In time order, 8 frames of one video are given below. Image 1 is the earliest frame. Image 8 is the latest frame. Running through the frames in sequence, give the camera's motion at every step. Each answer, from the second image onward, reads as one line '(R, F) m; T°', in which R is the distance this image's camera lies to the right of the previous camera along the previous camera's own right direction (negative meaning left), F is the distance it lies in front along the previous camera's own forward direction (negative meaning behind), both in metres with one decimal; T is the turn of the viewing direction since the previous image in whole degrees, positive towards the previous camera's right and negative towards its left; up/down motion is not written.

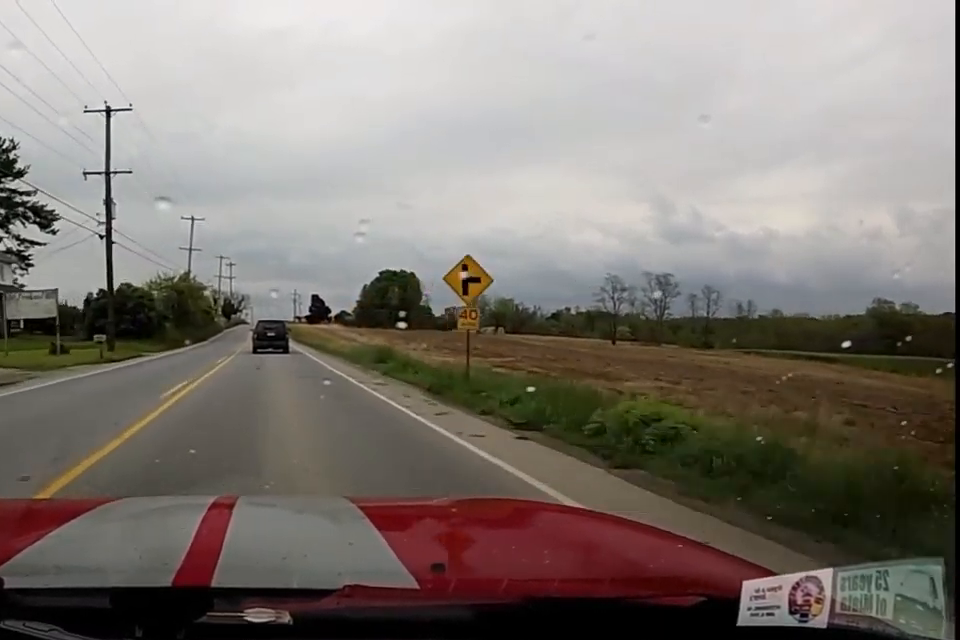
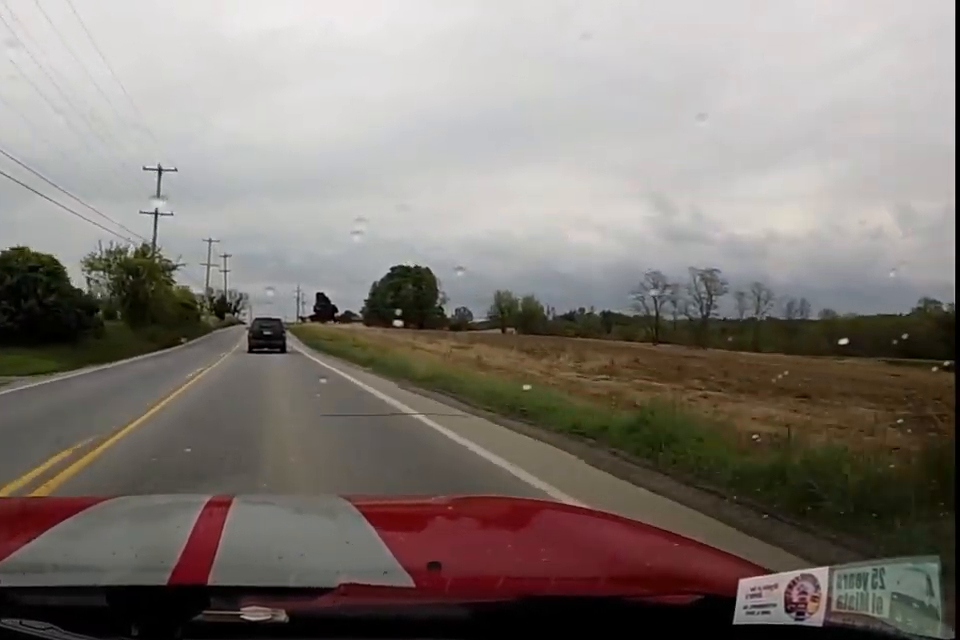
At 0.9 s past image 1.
(0.0, +19.4) m; 0°
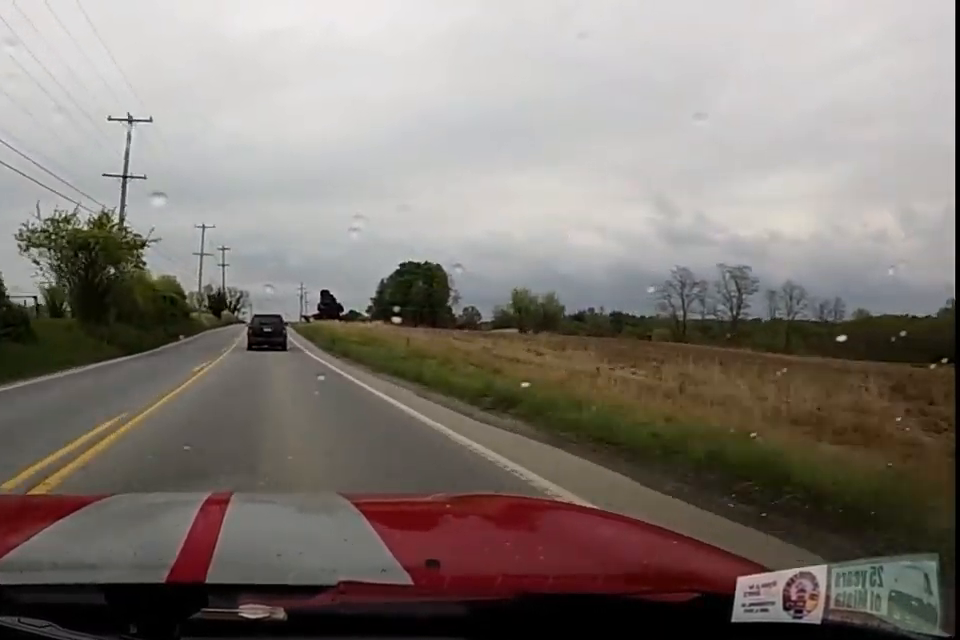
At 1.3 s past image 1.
(0.0, +10.3) m; +1°
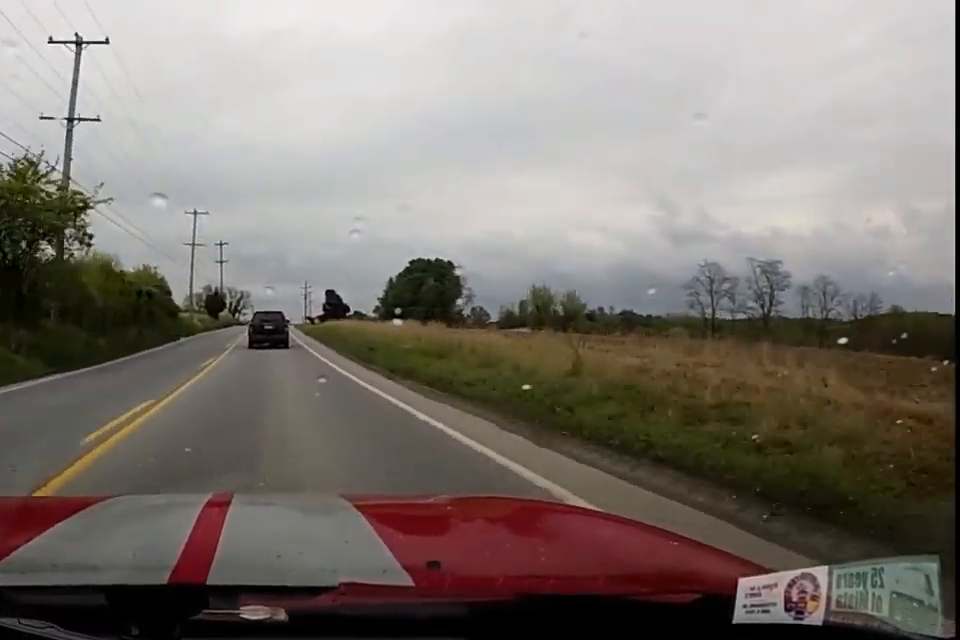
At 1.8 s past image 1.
(0.0, +9.5) m; +1°
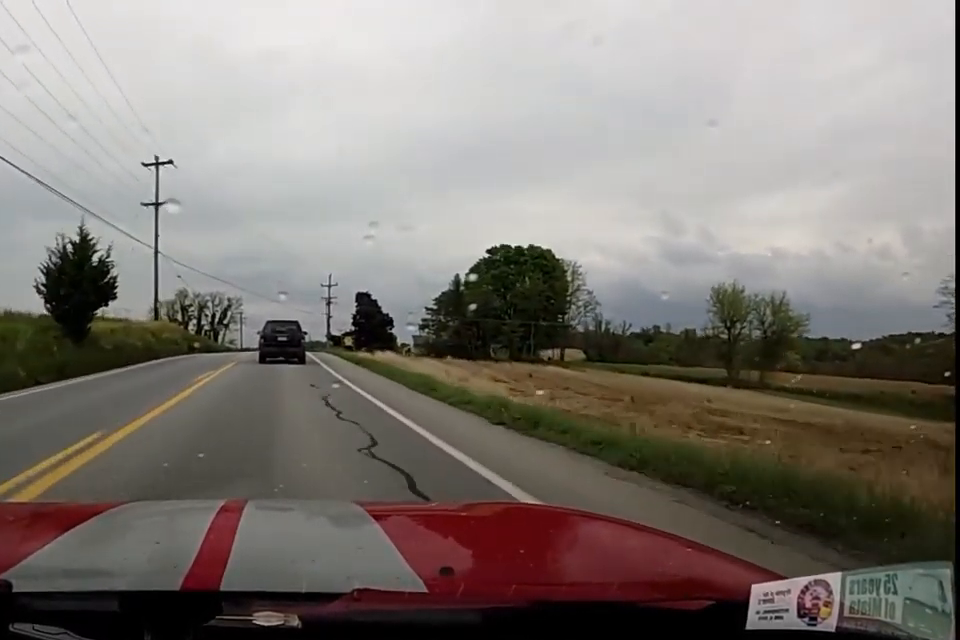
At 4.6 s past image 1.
(+1.4, +61.7) m; +1°
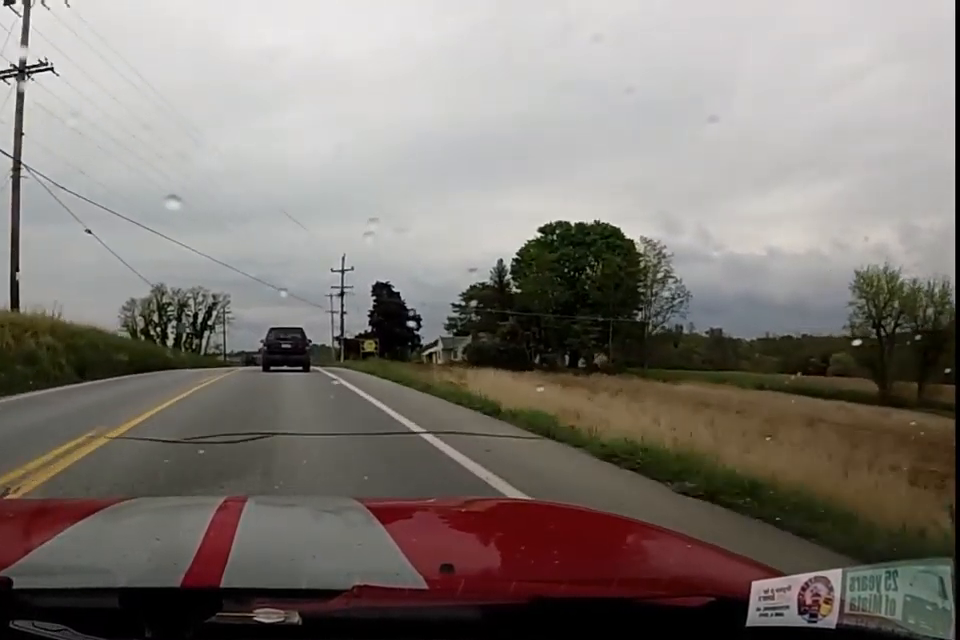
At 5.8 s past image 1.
(-0.2, +24.8) m; -1°
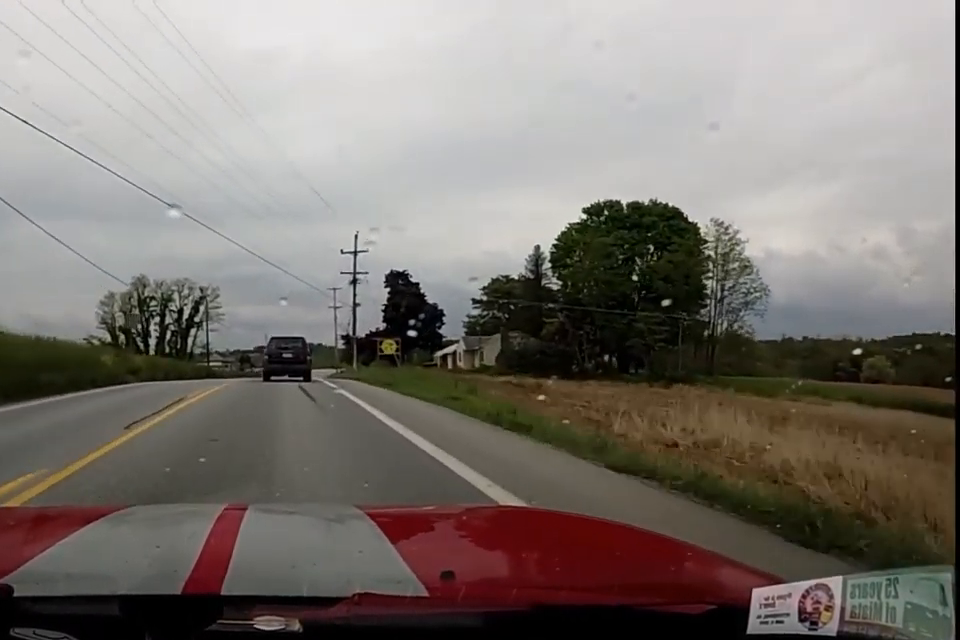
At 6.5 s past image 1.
(-0.5, +14.2) m; +1°
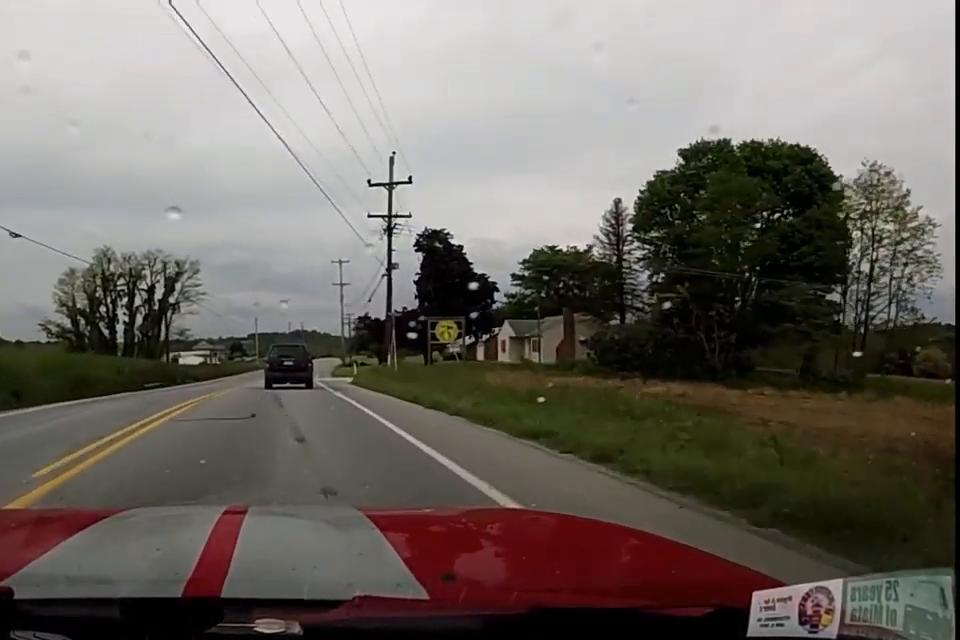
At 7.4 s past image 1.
(+0.9, +19.7) m; +3°
